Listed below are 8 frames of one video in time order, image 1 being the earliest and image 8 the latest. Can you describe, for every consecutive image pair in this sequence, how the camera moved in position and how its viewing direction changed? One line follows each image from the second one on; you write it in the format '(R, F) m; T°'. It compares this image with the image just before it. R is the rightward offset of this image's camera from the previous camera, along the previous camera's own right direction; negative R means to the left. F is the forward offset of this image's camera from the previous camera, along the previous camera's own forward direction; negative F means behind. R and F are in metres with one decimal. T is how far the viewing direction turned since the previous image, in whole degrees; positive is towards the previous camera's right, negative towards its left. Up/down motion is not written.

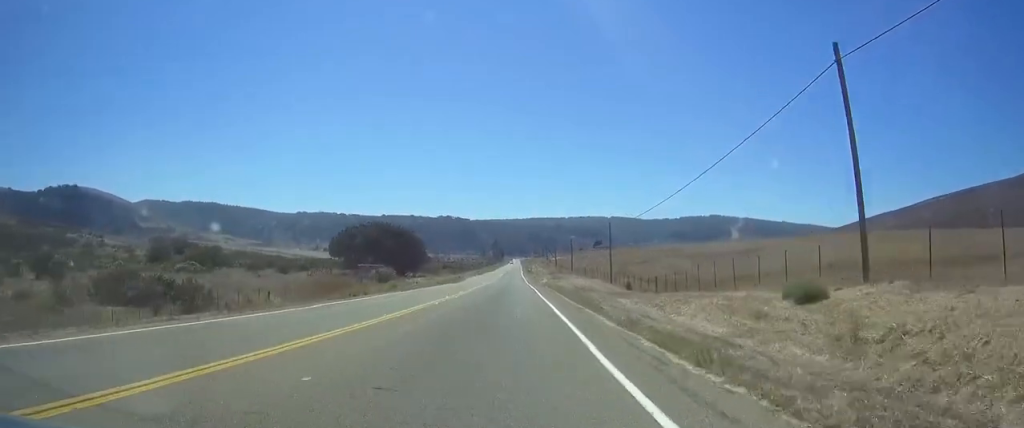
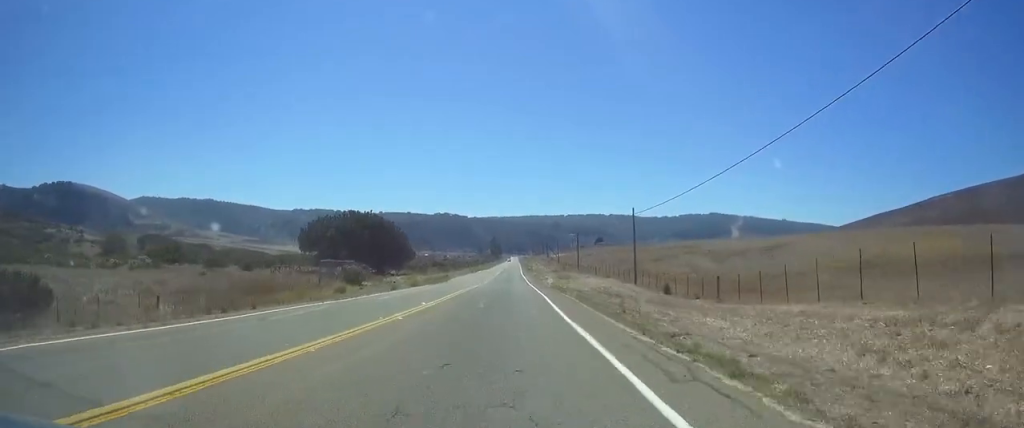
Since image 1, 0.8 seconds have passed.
(0.0, +16.6) m; 0°
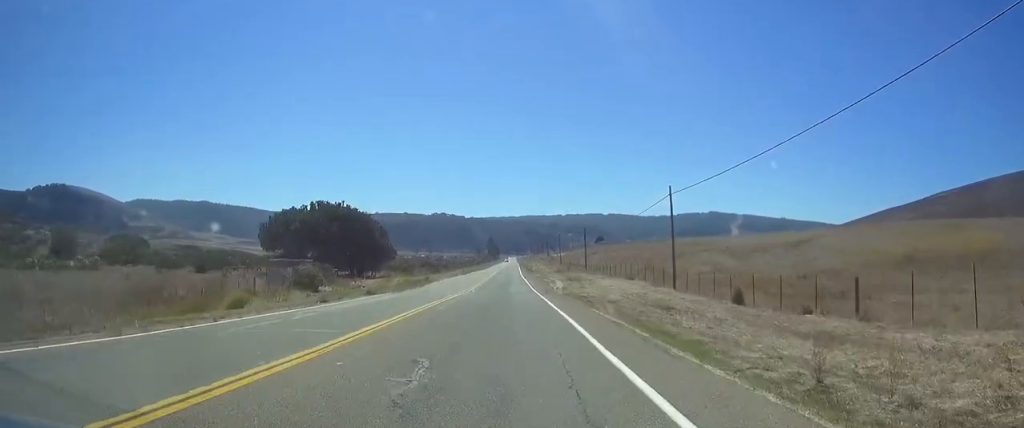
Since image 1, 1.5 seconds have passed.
(0.0, +16.0) m; 0°
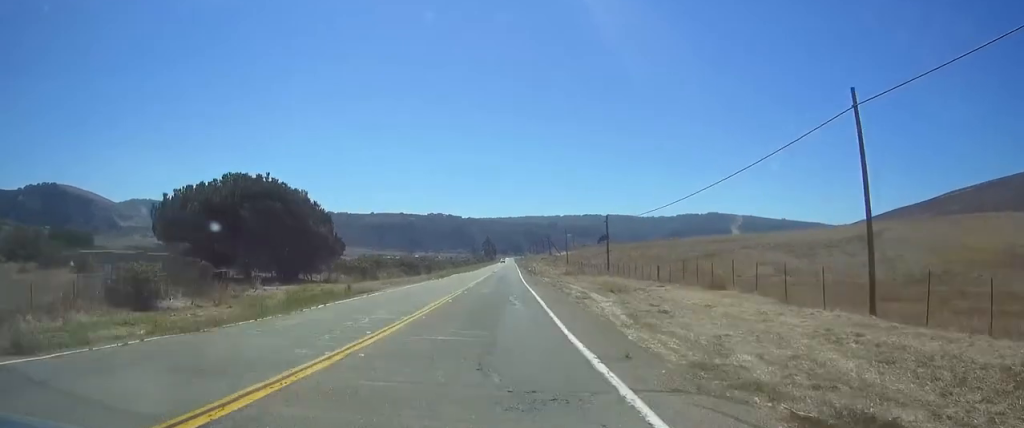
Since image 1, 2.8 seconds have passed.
(0.0, +28.1) m; 0°
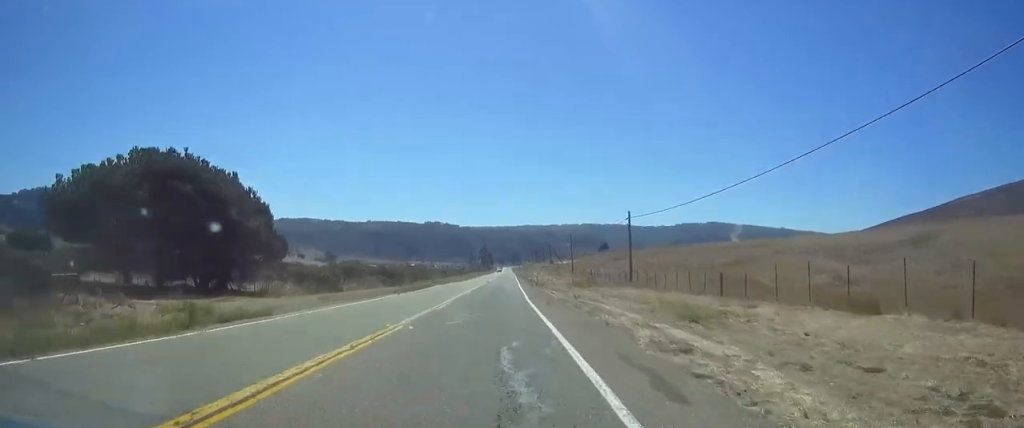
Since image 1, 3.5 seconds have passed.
(0.0, +16.9) m; 0°
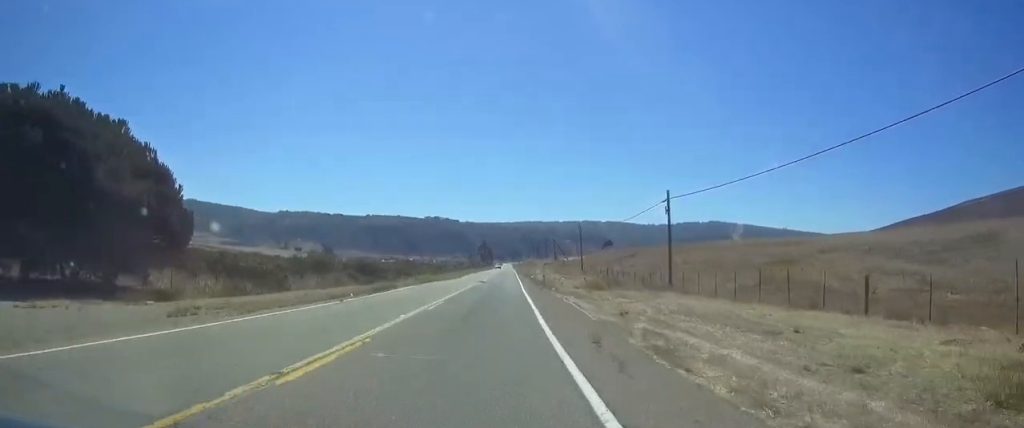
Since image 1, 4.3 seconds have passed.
(0.0, +16.1) m; 0°
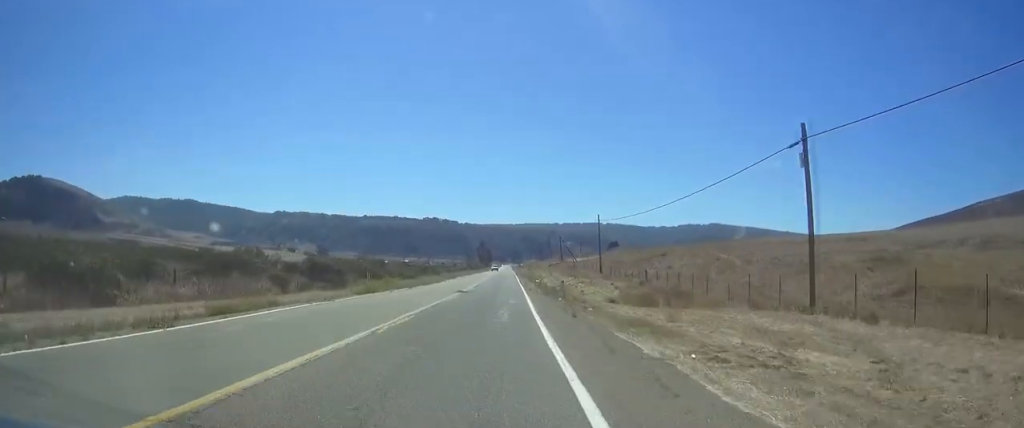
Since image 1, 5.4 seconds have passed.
(+0.1, +24.2) m; 0°
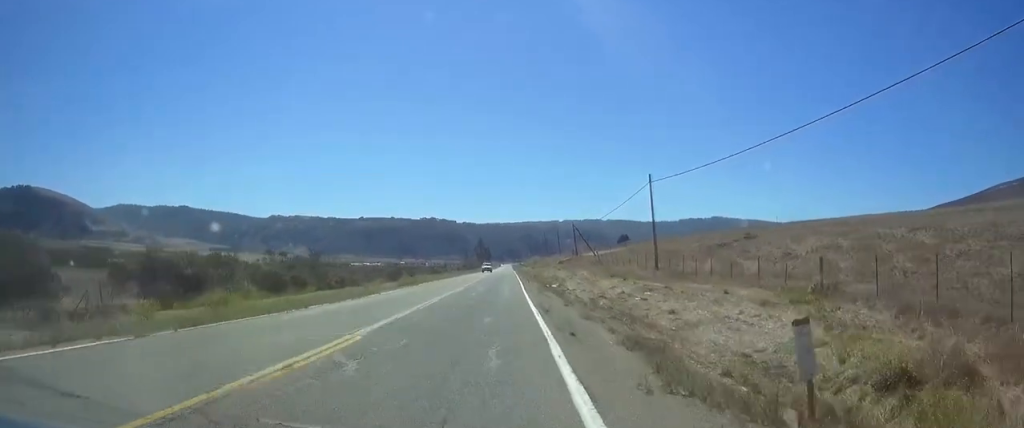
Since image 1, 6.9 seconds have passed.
(-0.4, +34.3) m; -1°
